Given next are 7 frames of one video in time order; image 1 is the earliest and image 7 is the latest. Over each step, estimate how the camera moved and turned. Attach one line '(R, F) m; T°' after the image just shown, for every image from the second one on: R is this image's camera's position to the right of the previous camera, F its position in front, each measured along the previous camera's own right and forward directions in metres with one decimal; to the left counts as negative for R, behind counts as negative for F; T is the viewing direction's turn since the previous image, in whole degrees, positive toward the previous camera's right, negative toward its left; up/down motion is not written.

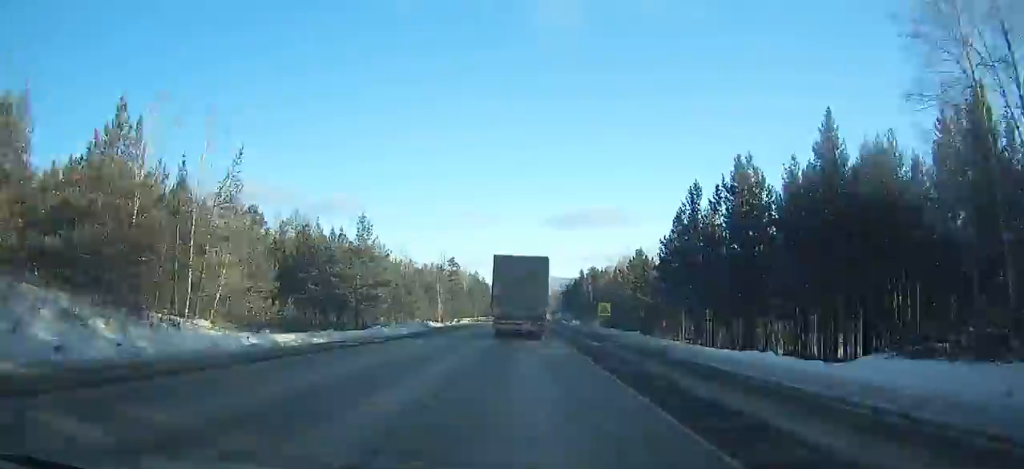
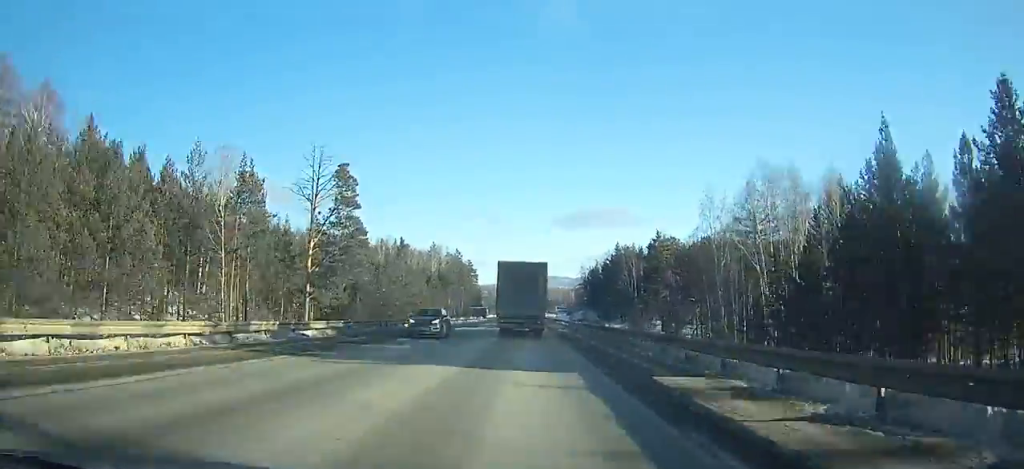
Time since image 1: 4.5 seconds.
(-0.6, +91.1) m; 0°
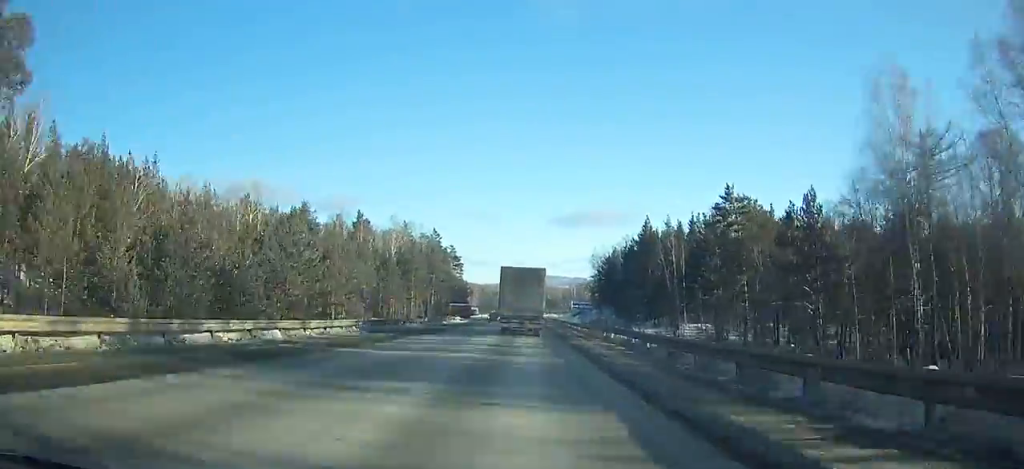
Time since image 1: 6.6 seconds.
(+0.1, +43.6) m; 0°
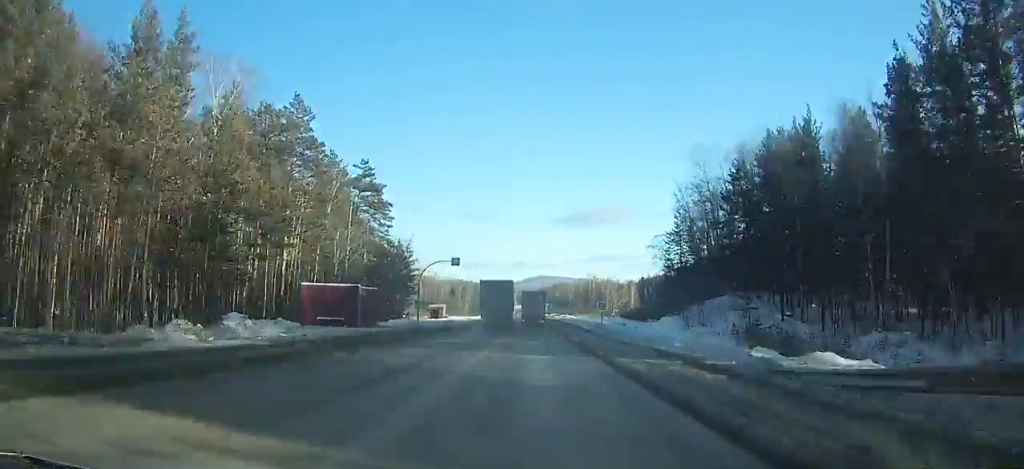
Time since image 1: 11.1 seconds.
(-0.2, +95.0) m; 0°
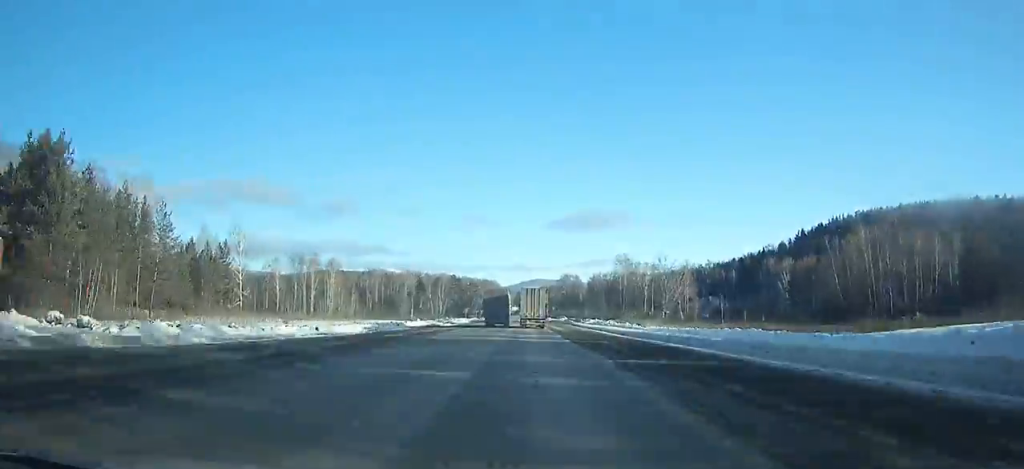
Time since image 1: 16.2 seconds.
(-0.6, +109.7) m; -1°
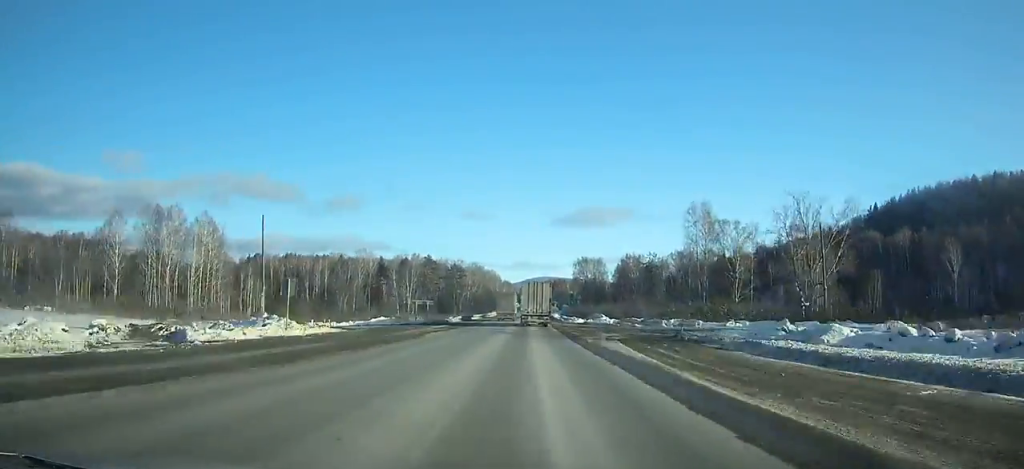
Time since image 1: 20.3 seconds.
(+0.1, +88.0) m; 0°
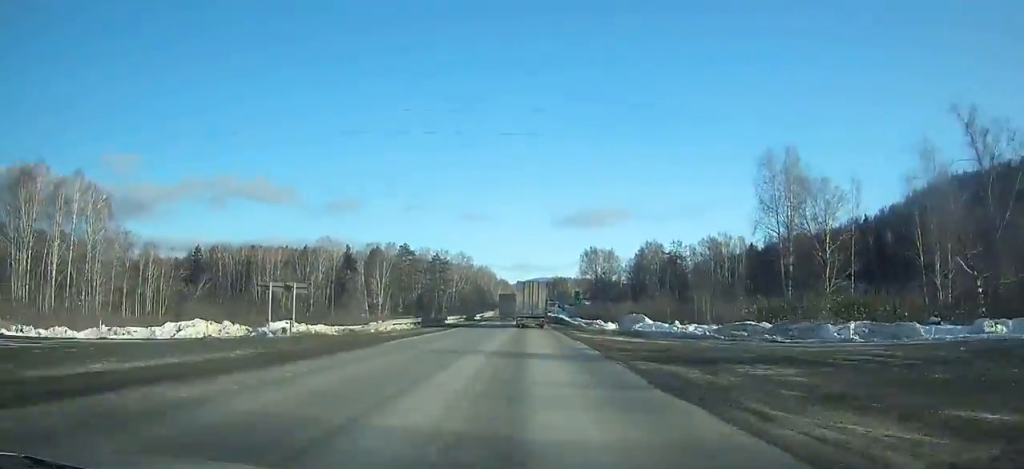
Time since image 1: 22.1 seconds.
(0.0, +38.4) m; 0°
